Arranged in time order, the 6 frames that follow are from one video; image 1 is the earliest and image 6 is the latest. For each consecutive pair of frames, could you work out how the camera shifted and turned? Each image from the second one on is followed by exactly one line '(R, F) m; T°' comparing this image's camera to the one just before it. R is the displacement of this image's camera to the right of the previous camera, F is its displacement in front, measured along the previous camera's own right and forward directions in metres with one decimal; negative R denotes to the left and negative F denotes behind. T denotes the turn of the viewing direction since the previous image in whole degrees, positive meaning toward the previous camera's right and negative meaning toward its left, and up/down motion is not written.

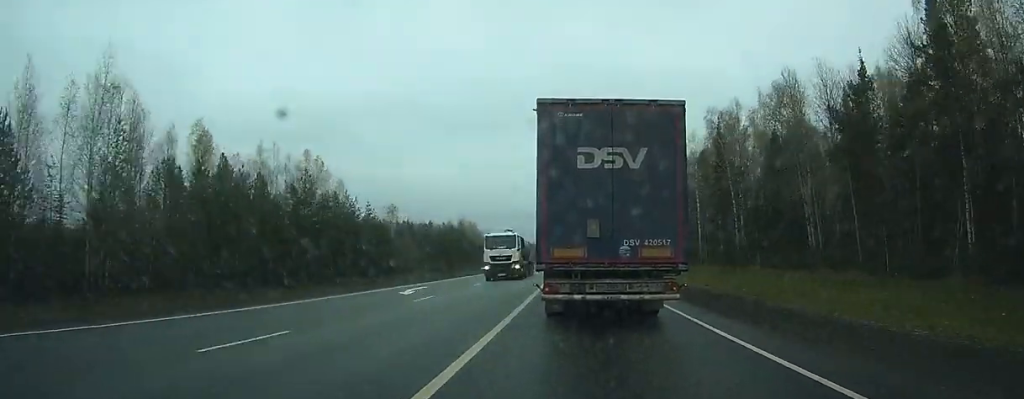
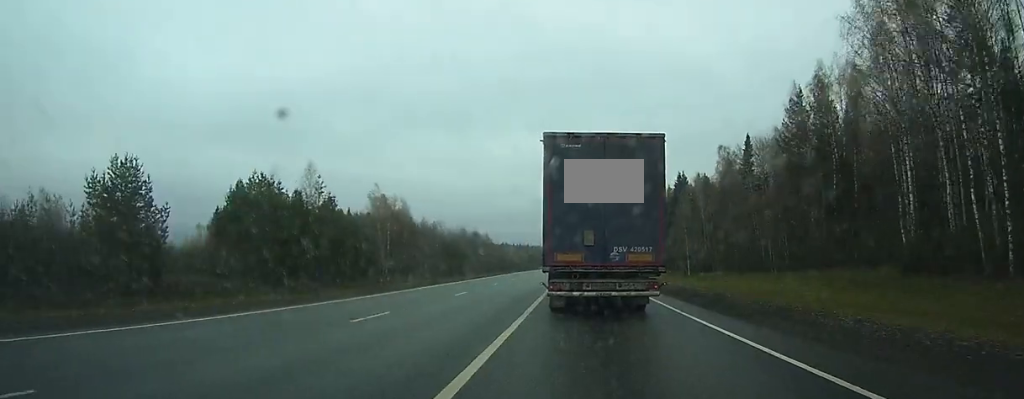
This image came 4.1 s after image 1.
(-0.4, +86.9) m; 0°
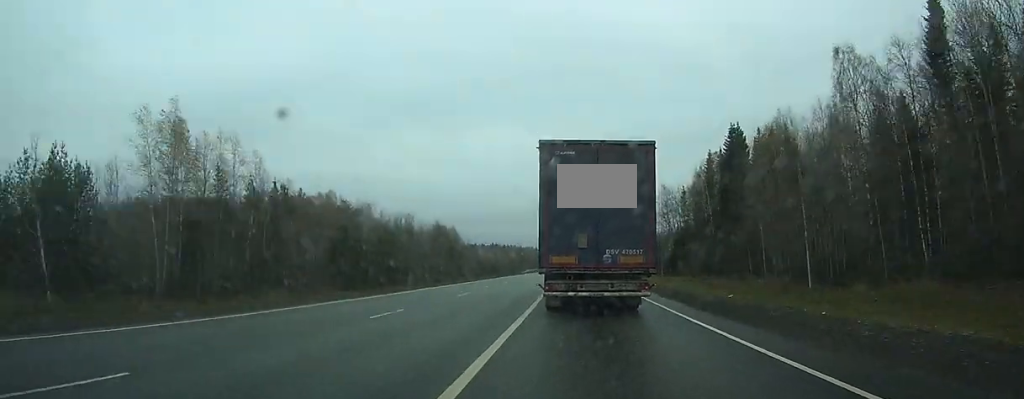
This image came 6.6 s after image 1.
(+0.1, +58.9) m; 0°
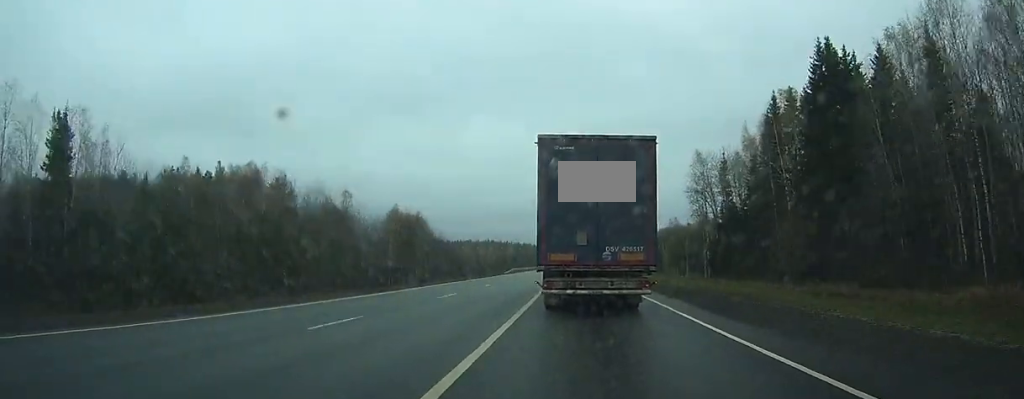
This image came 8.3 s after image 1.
(+0.2, +41.0) m; 0°
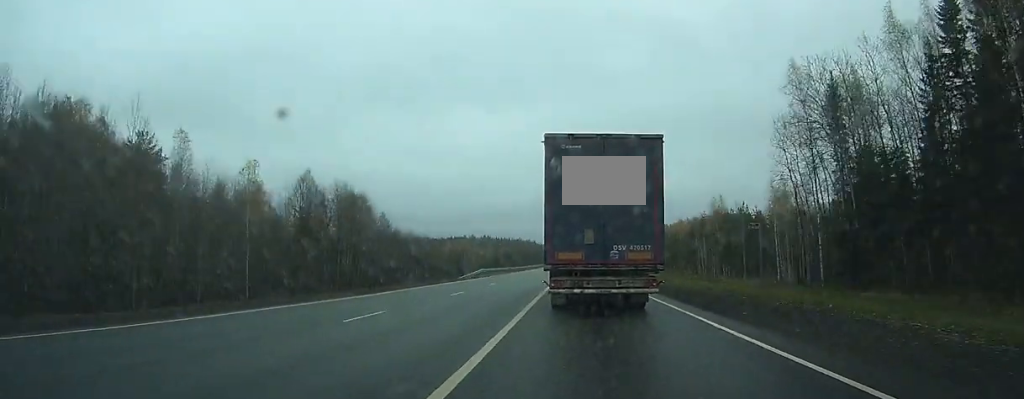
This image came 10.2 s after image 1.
(-0.1, +47.8) m; 0°
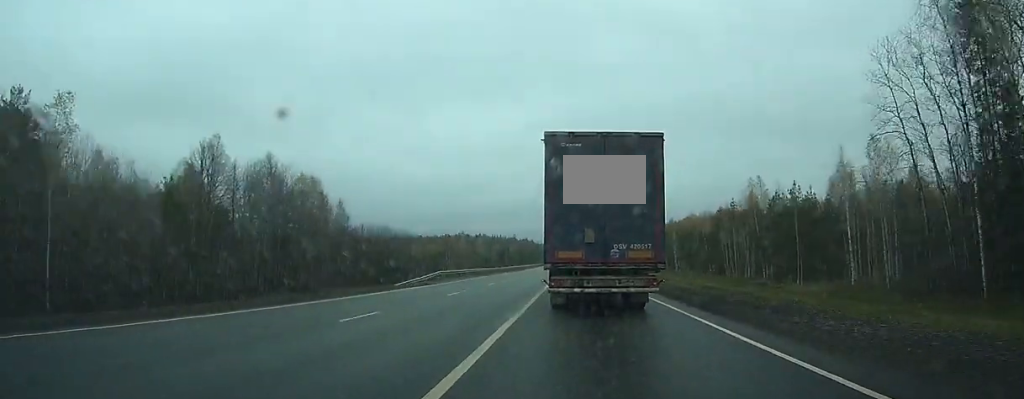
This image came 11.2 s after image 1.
(-0.1, +24.7) m; 0°
